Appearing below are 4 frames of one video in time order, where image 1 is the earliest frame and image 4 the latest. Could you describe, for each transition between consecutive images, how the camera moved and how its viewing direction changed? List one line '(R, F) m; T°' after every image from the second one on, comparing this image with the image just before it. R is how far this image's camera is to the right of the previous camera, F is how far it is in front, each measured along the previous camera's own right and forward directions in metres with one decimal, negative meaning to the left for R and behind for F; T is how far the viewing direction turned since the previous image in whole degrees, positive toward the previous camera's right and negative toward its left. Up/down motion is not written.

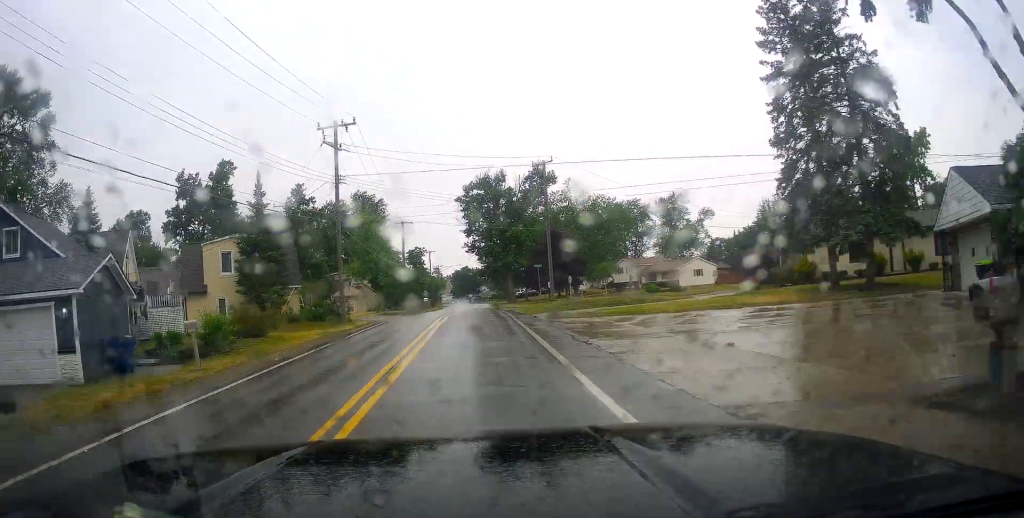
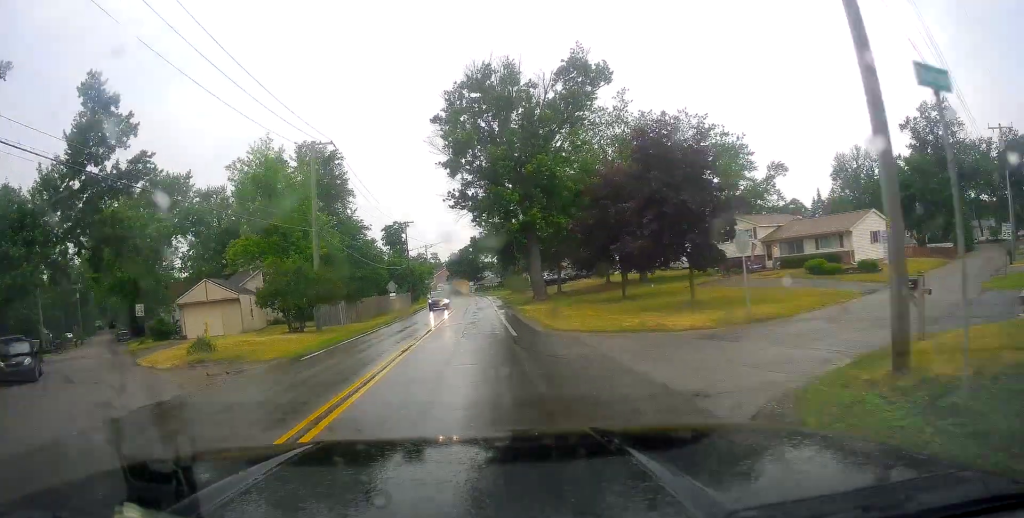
(-1.2, +41.9) m; -4°
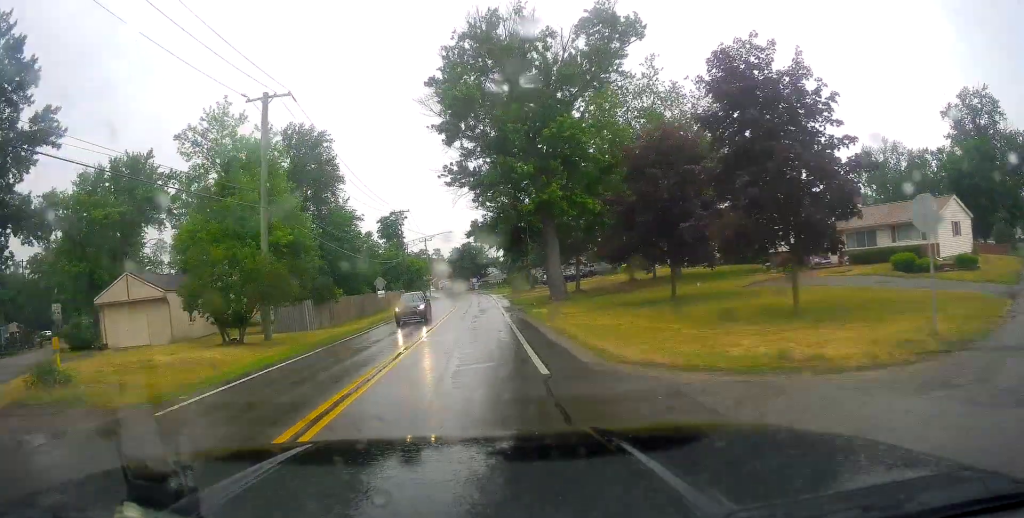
(-0.2, +9.2) m; -2°
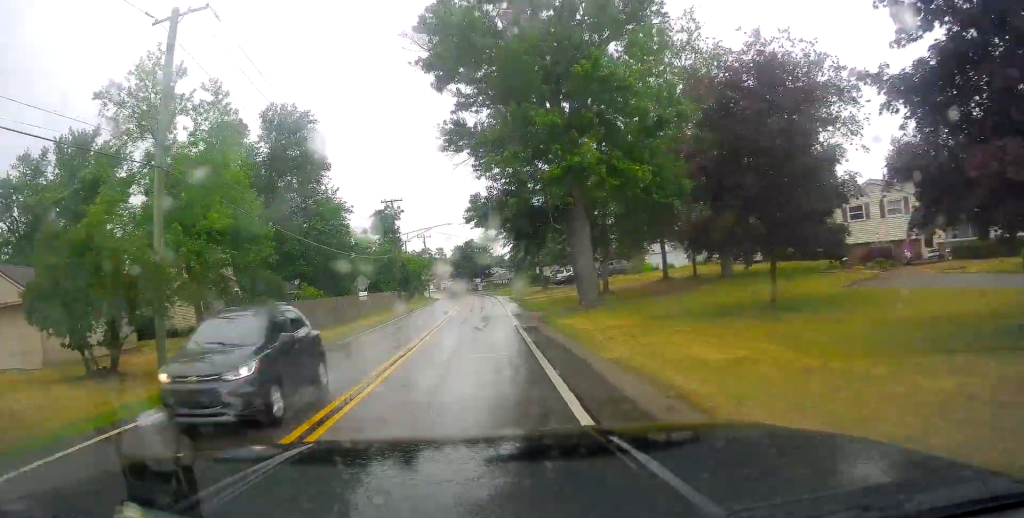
(-0.1, +9.8) m; -1°
